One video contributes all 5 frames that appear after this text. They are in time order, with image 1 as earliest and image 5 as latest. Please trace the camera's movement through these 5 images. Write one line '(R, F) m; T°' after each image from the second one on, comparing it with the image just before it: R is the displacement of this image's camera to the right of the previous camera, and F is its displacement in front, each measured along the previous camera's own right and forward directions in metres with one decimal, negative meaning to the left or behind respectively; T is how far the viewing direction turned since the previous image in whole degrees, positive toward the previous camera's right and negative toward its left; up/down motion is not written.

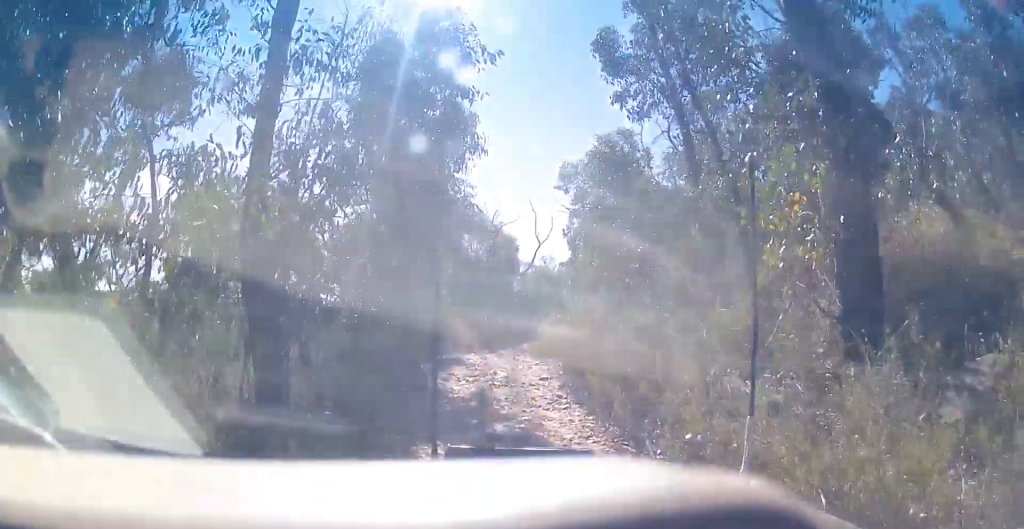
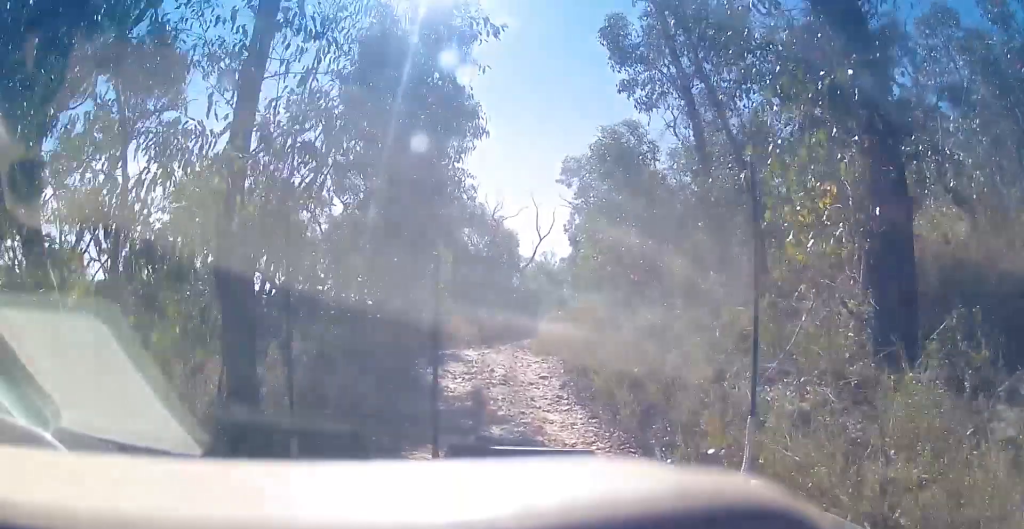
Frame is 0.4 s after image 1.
(+0.2, +0.4) m; 0°
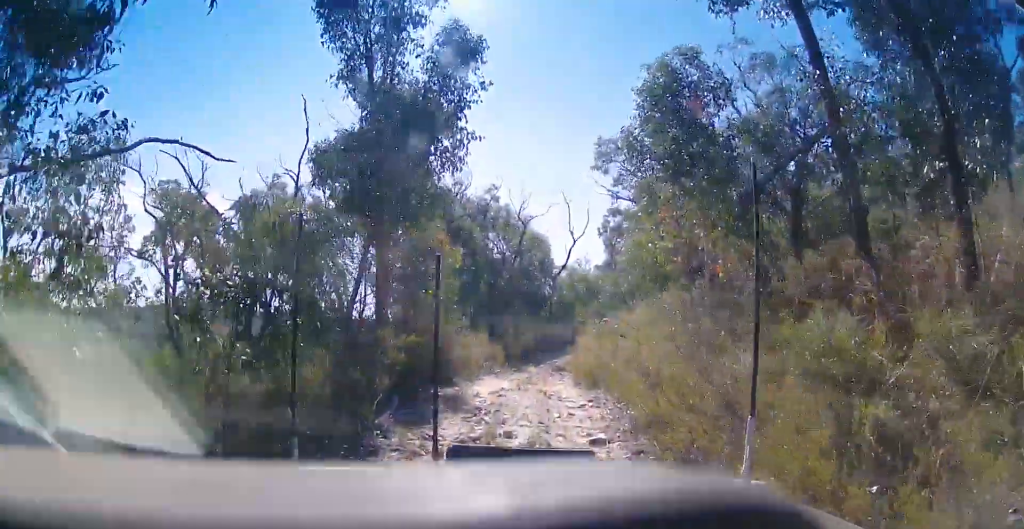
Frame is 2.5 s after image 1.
(+1.1, +2.3) m; +3°
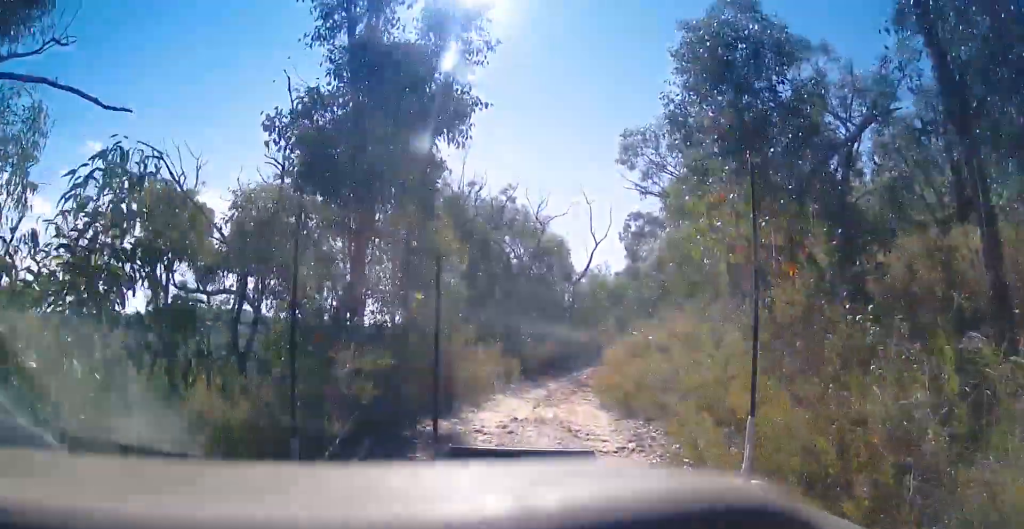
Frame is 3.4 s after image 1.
(-0.3, +1.5) m; -9°
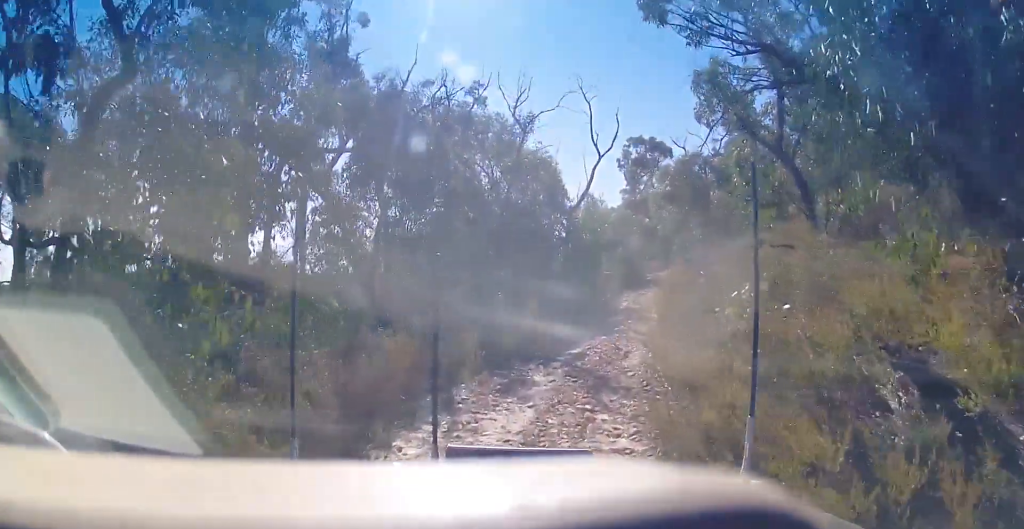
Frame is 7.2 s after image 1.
(+1.3, +8.1) m; +15°
